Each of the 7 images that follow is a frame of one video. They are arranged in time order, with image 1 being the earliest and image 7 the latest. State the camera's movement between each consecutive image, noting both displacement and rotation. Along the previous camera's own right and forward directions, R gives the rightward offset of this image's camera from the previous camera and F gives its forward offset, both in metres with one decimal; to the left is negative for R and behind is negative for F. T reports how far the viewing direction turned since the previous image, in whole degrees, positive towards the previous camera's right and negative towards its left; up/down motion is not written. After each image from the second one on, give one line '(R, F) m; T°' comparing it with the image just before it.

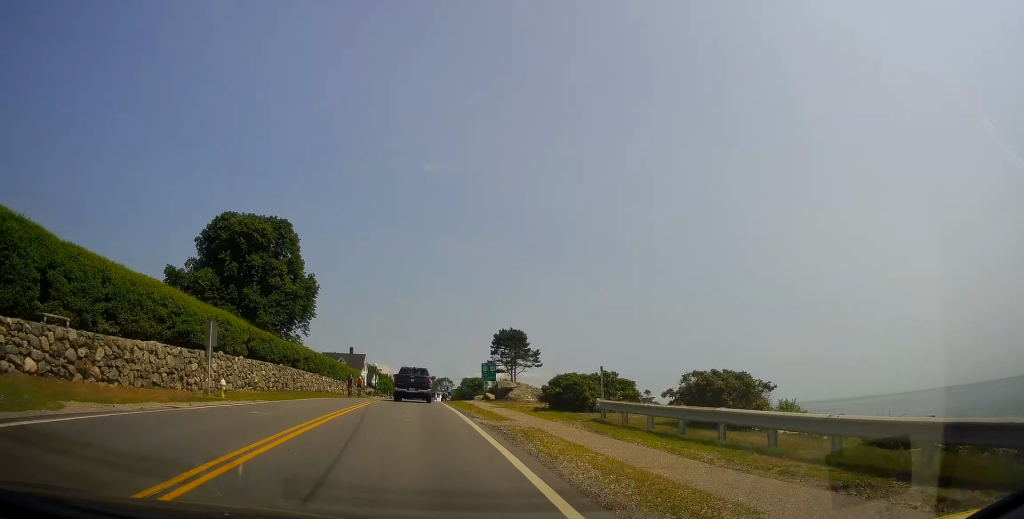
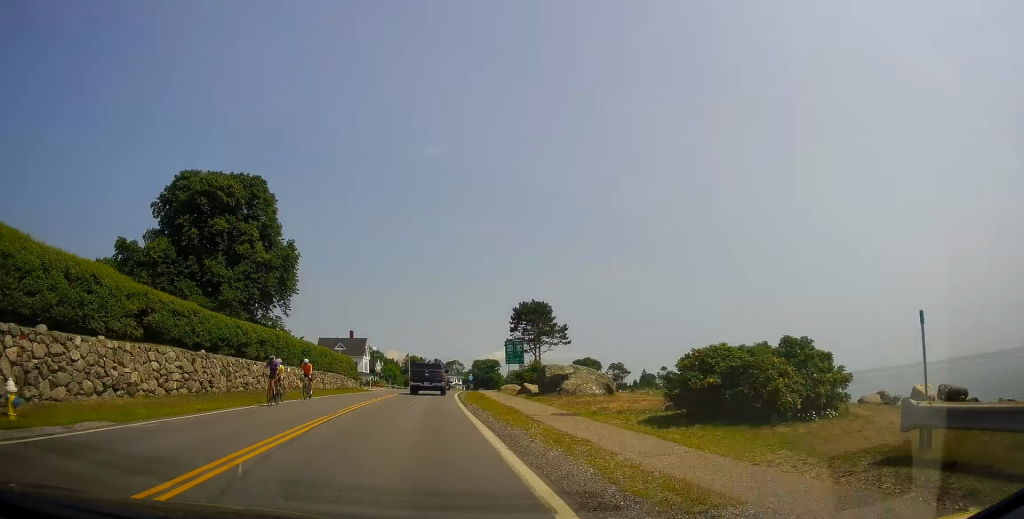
(-0.6, +13.1) m; -2°
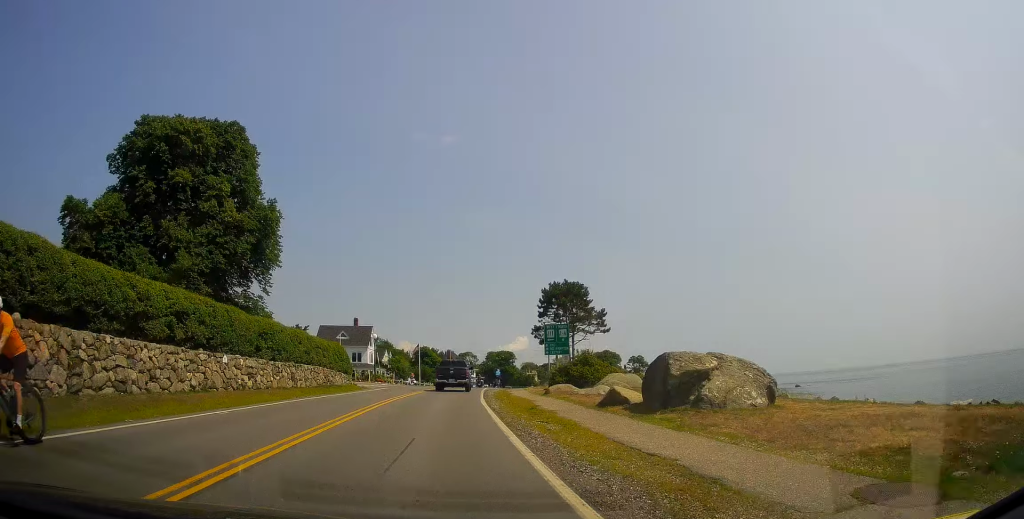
(+0.3, +11.9) m; +1°
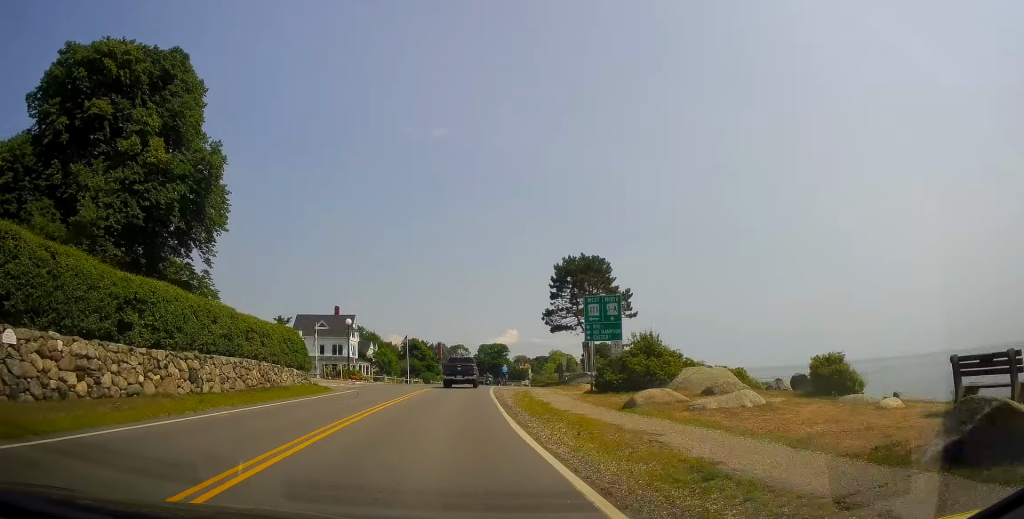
(0.0, +12.3) m; 0°
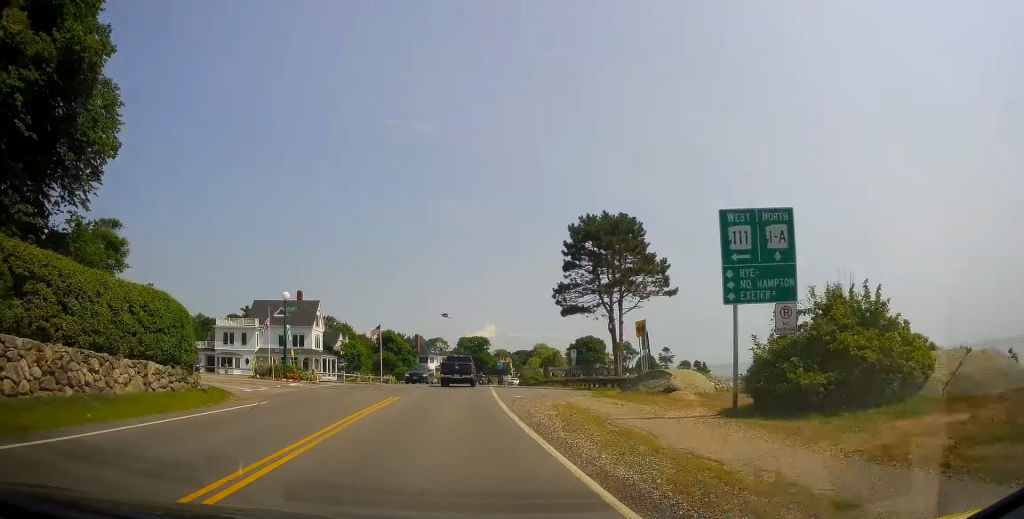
(0.0, +15.8) m; +2°
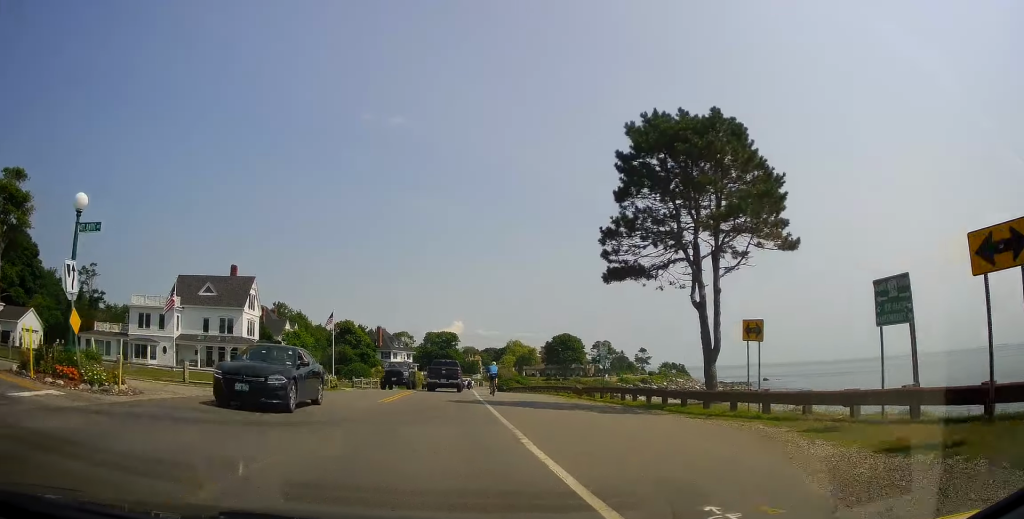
(+1.0, +19.7) m; +4°
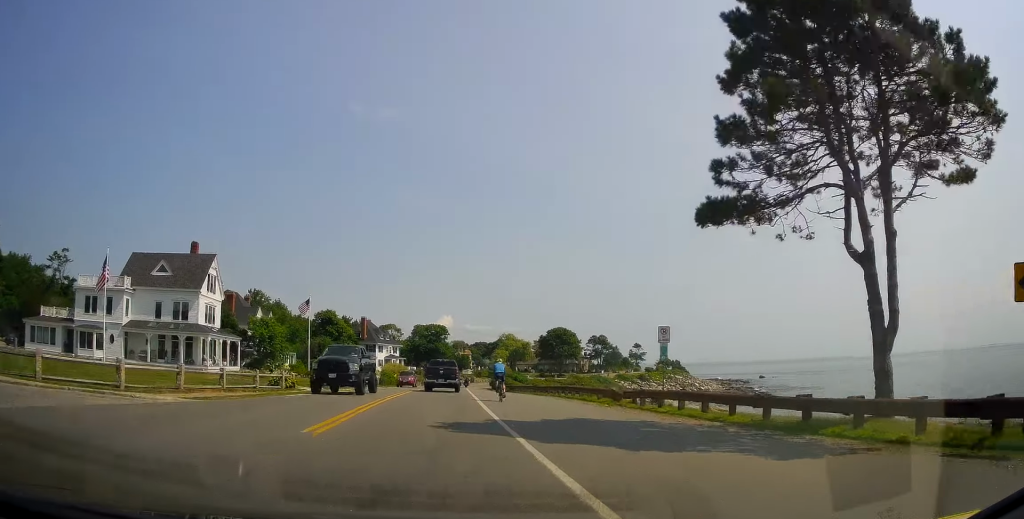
(+0.3, +10.8) m; 0°
